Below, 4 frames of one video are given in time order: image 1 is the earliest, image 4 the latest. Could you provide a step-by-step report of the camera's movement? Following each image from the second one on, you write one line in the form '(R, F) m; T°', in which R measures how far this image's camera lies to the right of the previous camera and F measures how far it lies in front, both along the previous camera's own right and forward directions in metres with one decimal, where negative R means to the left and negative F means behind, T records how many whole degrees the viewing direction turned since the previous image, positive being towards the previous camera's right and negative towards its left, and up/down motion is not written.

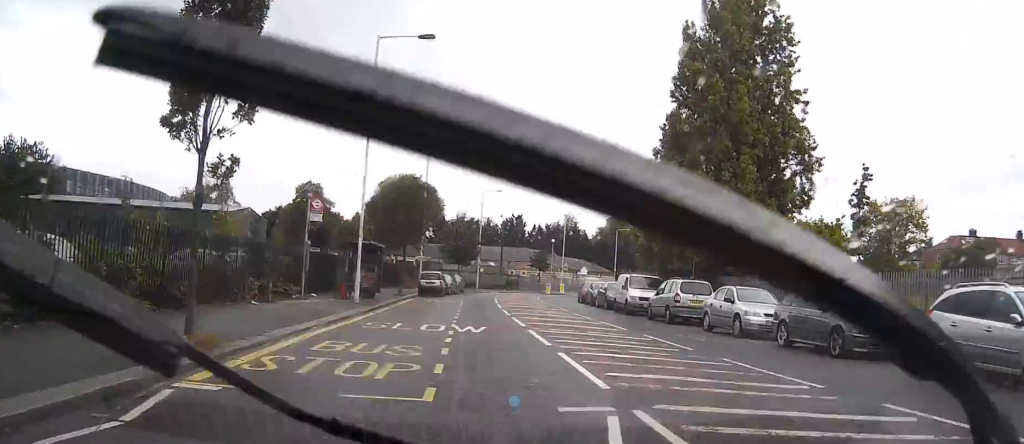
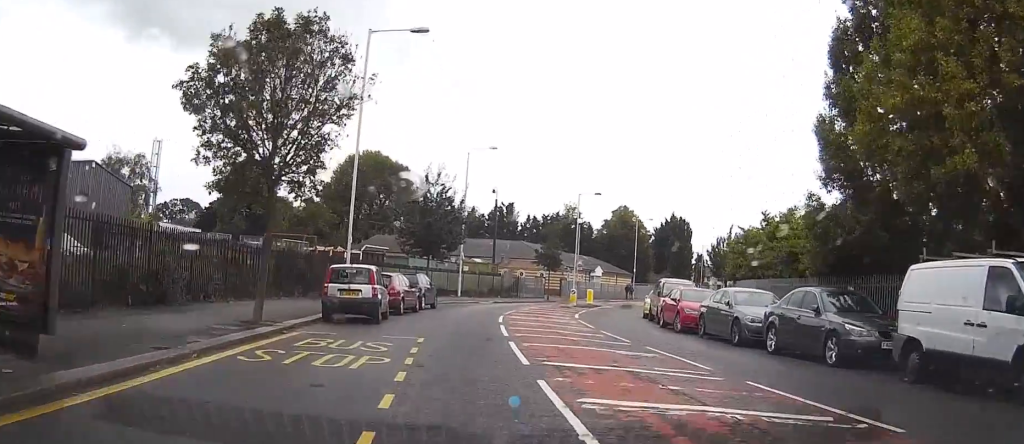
(+0.2, +28.3) m; +1°
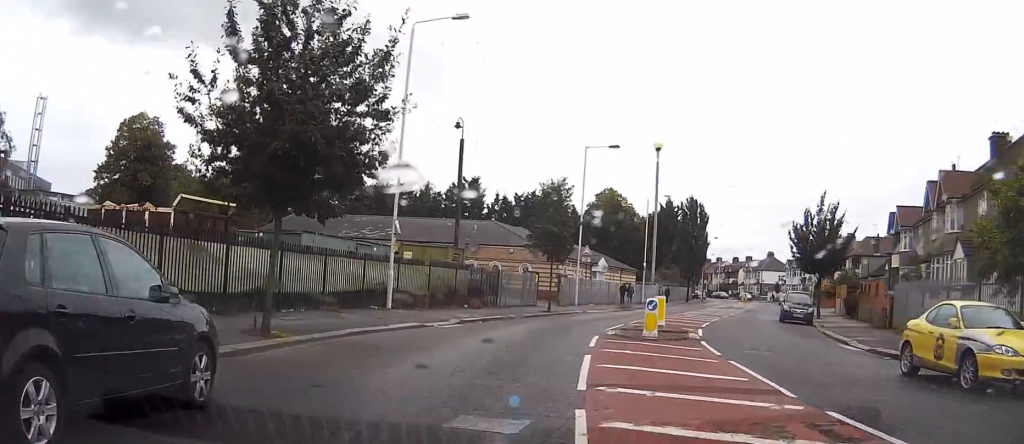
(+1.1, +26.3) m; +7°
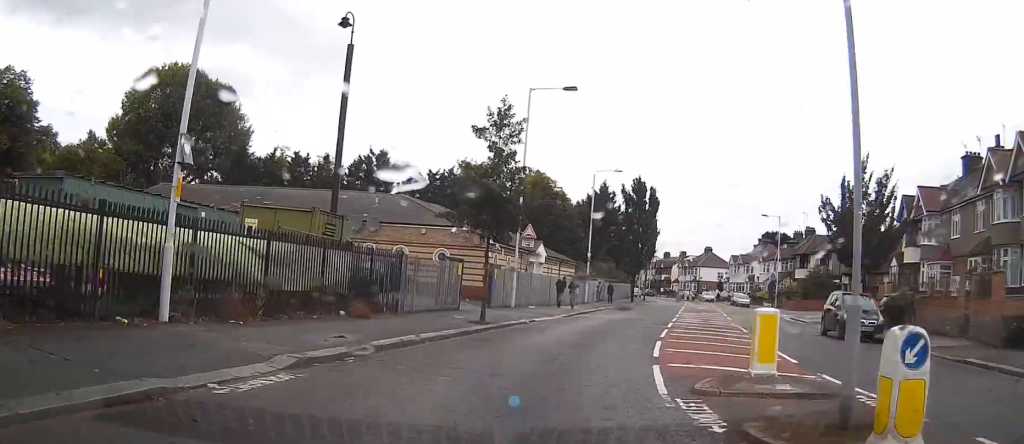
(+0.2, +14.7) m; +4°
